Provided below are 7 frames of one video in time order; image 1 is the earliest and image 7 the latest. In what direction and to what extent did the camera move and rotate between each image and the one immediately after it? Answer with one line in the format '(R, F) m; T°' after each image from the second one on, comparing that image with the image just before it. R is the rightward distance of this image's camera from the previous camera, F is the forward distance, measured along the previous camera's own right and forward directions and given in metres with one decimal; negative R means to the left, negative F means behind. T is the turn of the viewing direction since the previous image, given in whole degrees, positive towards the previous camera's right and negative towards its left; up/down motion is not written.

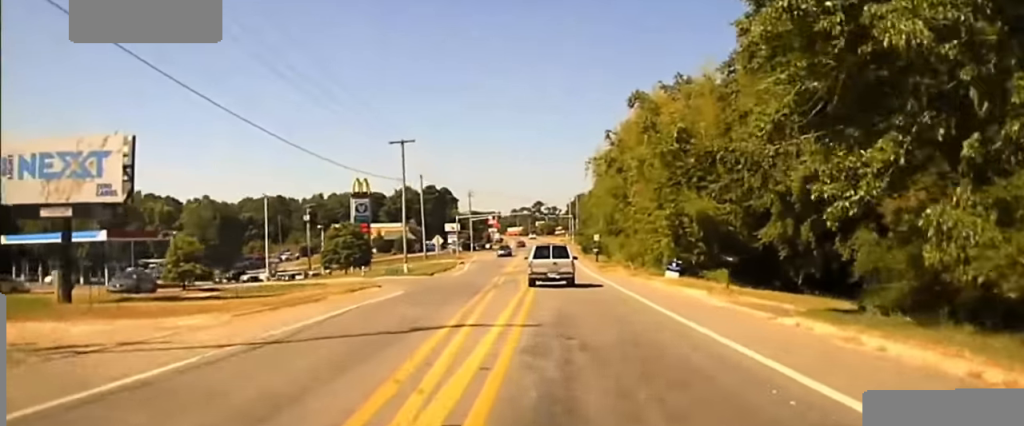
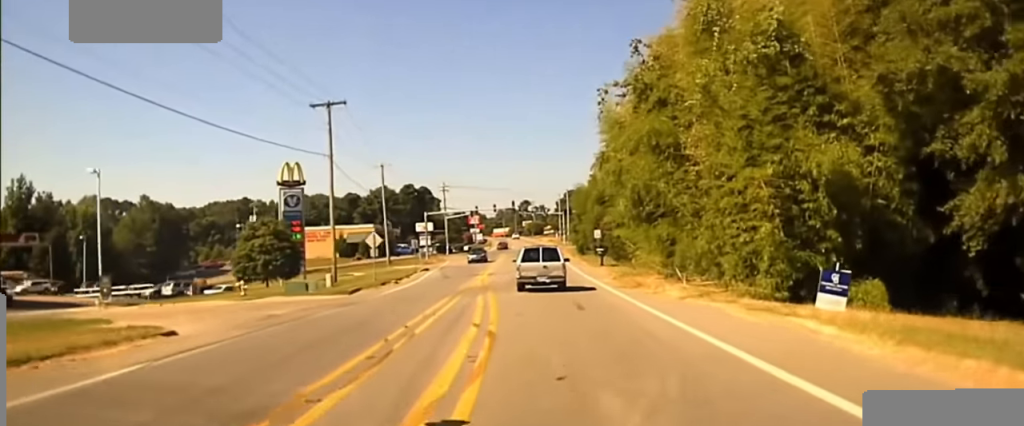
(+1.0, +26.5) m; +3°
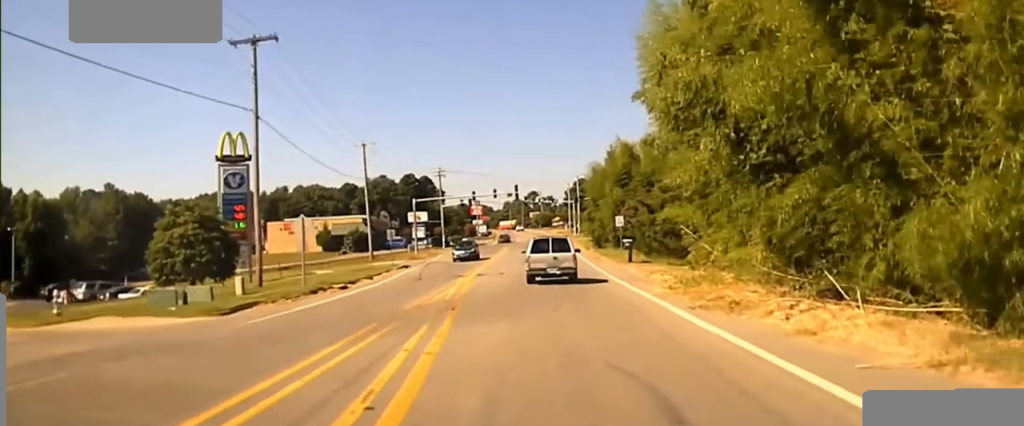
(+0.2, +16.2) m; +1°
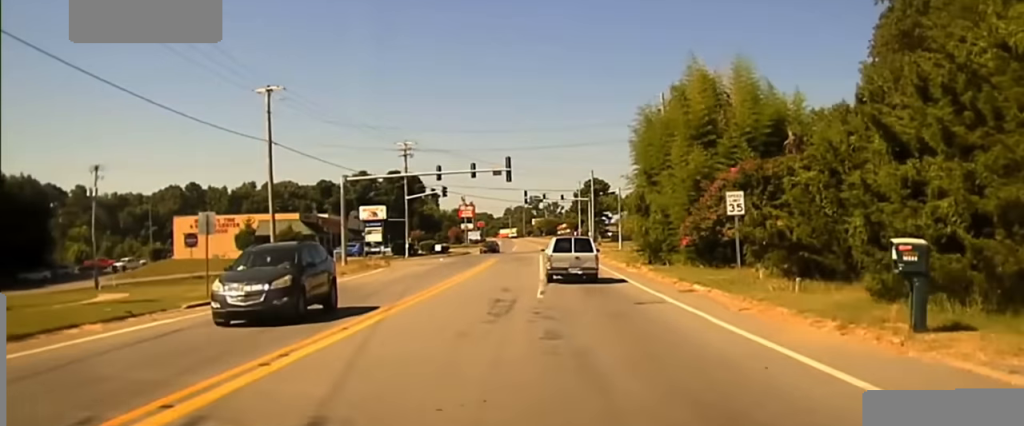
(+0.5, +40.7) m; 0°
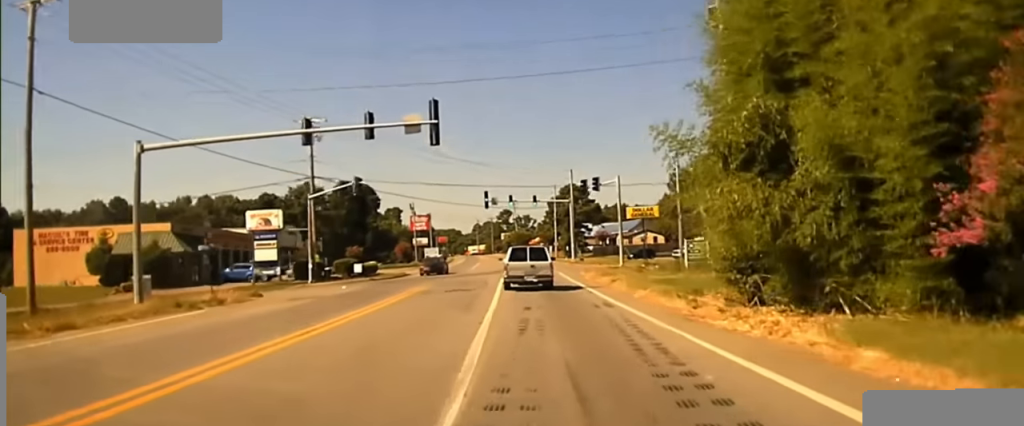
(-0.5, +29.3) m; -1°
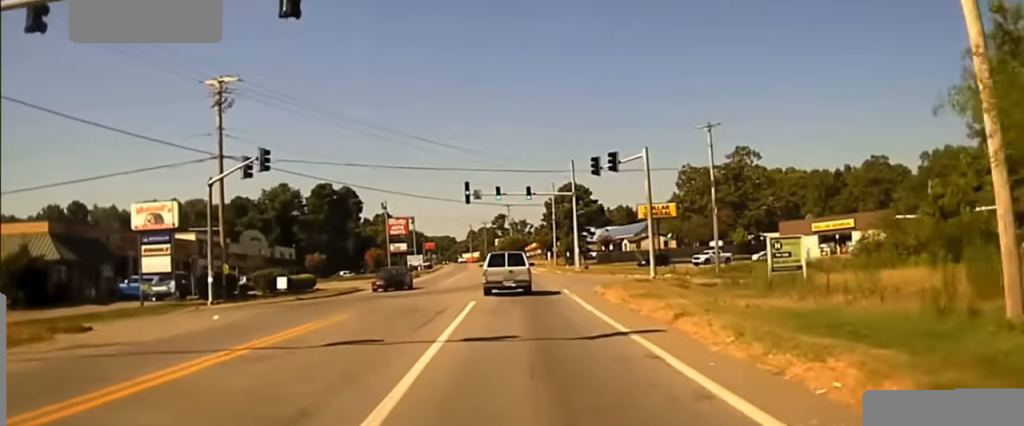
(+0.1, +19.1) m; +1°
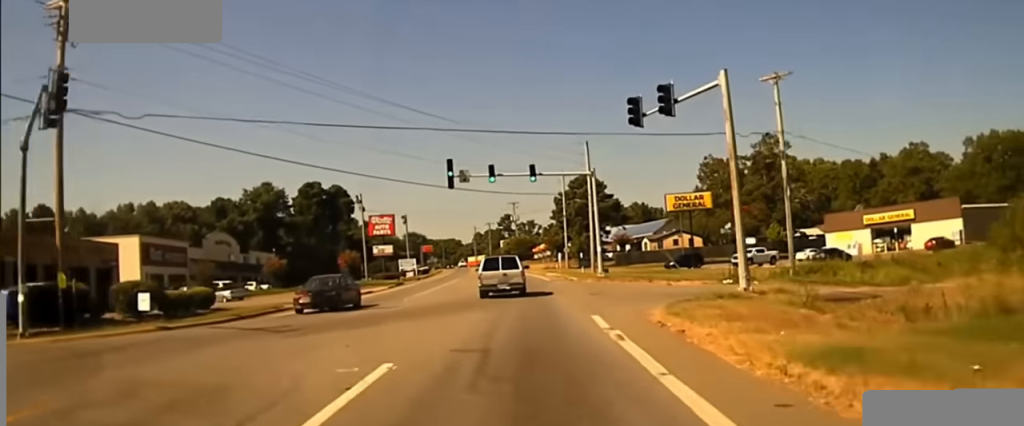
(+0.3, +18.8) m; +1°
